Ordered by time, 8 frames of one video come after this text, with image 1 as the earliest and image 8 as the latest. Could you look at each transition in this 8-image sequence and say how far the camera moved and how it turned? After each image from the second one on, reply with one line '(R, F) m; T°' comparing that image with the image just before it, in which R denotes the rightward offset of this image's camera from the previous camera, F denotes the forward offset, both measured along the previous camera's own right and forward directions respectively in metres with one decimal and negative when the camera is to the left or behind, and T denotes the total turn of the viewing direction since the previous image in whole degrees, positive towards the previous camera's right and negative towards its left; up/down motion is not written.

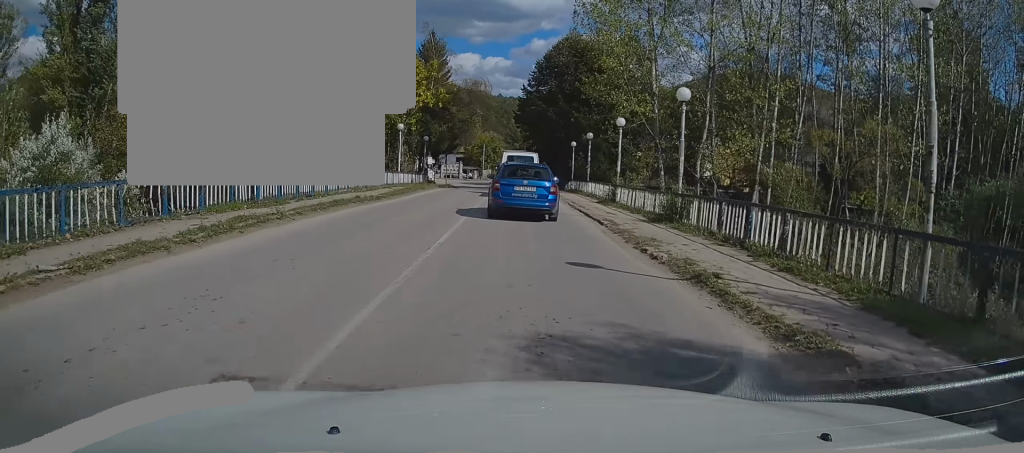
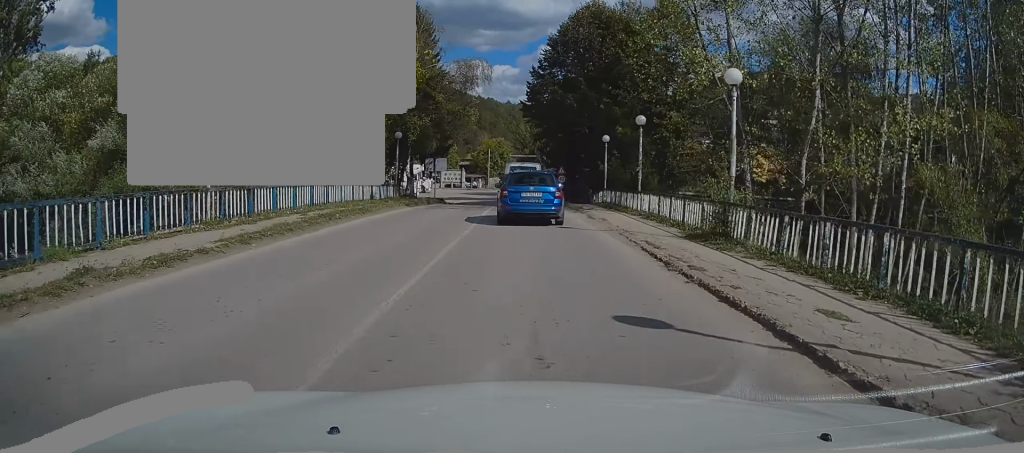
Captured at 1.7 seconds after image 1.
(+0.7, +13.8) m; +3°
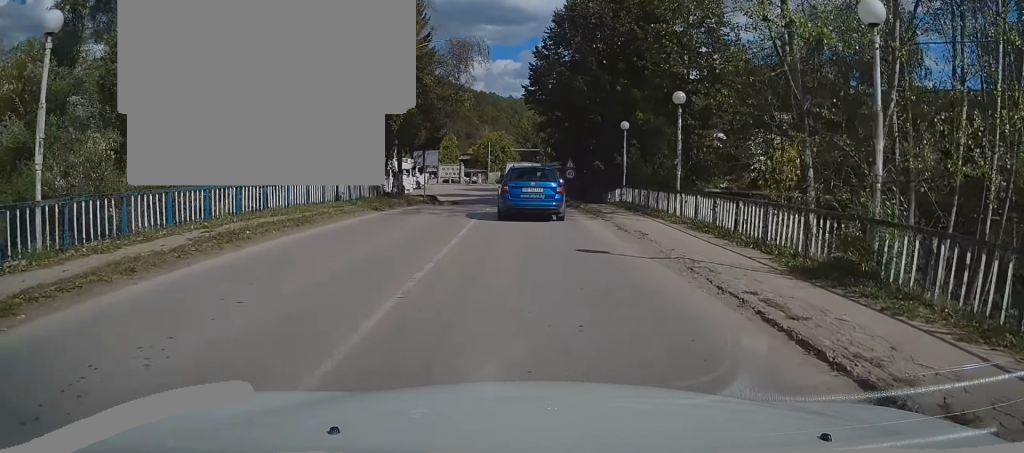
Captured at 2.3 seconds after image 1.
(+0.1, +6.1) m; -2°
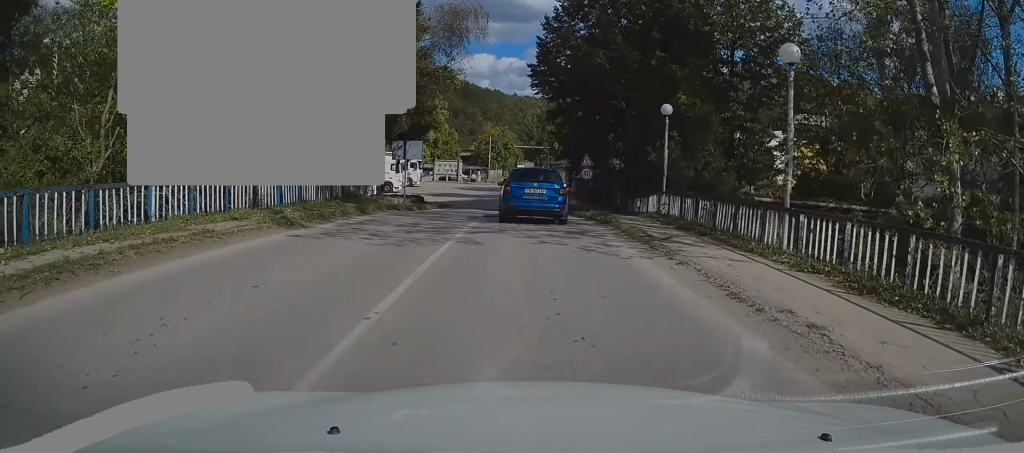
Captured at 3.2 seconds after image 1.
(-0.3, +8.0) m; -1°
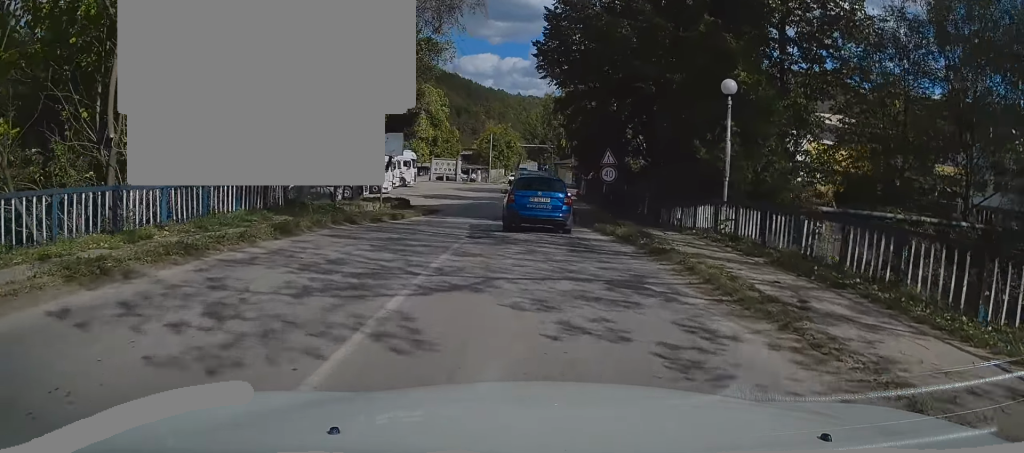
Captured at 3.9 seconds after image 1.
(0.0, +6.2) m; 0°
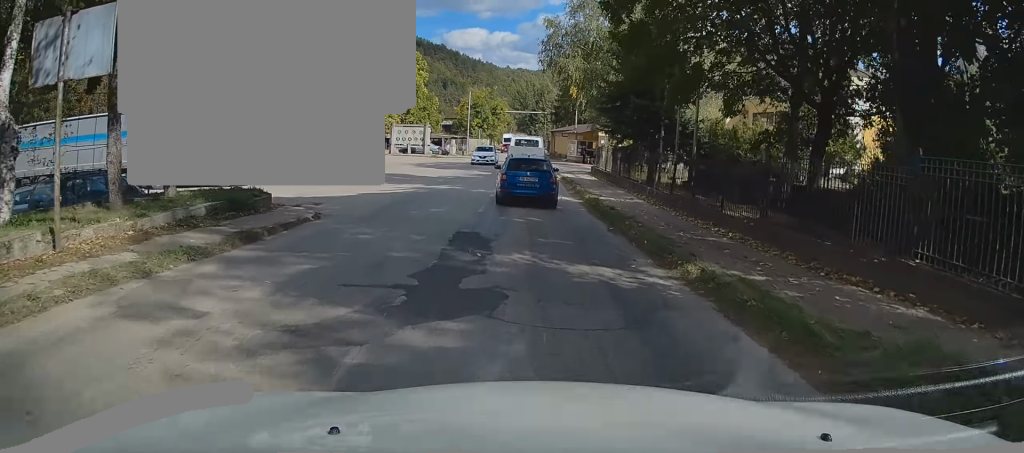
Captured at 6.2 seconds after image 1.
(-0.1, +20.3) m; +1°
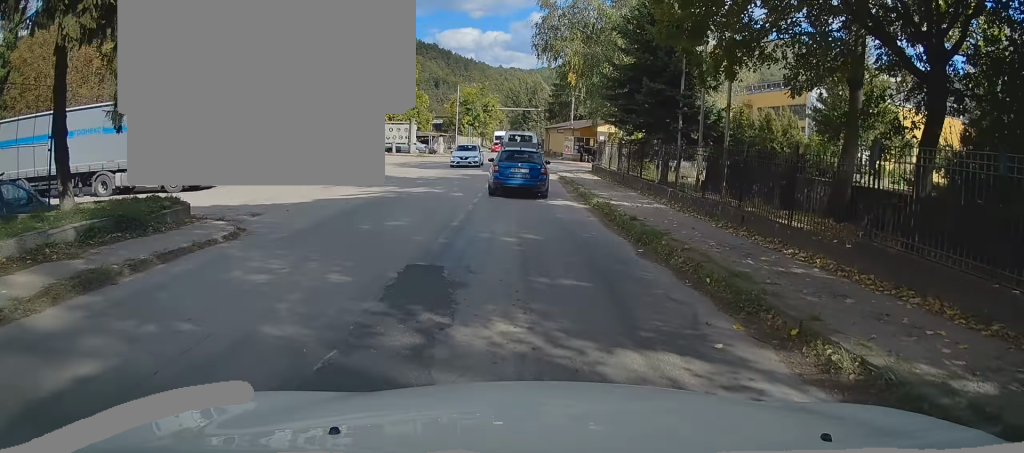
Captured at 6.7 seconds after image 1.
(+0.1, +4.0) m; +1°
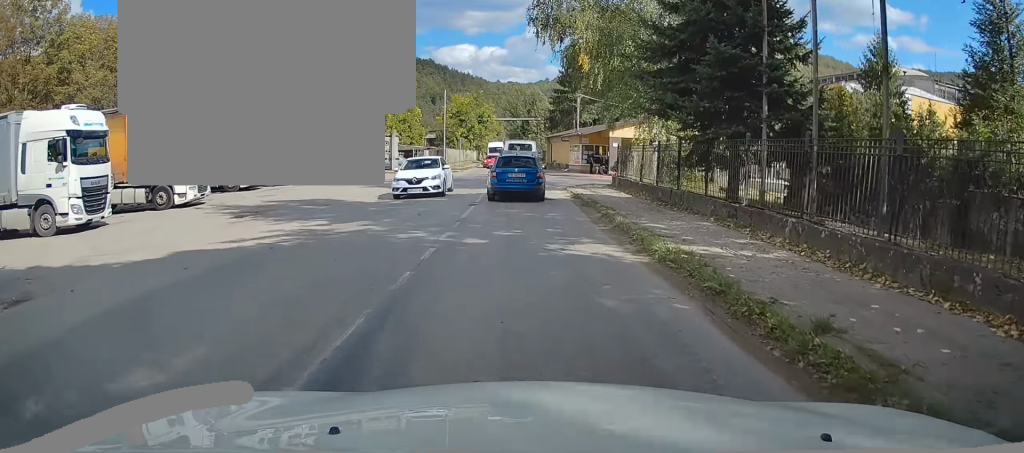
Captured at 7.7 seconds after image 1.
(0.0, +8.3) m; 0°
